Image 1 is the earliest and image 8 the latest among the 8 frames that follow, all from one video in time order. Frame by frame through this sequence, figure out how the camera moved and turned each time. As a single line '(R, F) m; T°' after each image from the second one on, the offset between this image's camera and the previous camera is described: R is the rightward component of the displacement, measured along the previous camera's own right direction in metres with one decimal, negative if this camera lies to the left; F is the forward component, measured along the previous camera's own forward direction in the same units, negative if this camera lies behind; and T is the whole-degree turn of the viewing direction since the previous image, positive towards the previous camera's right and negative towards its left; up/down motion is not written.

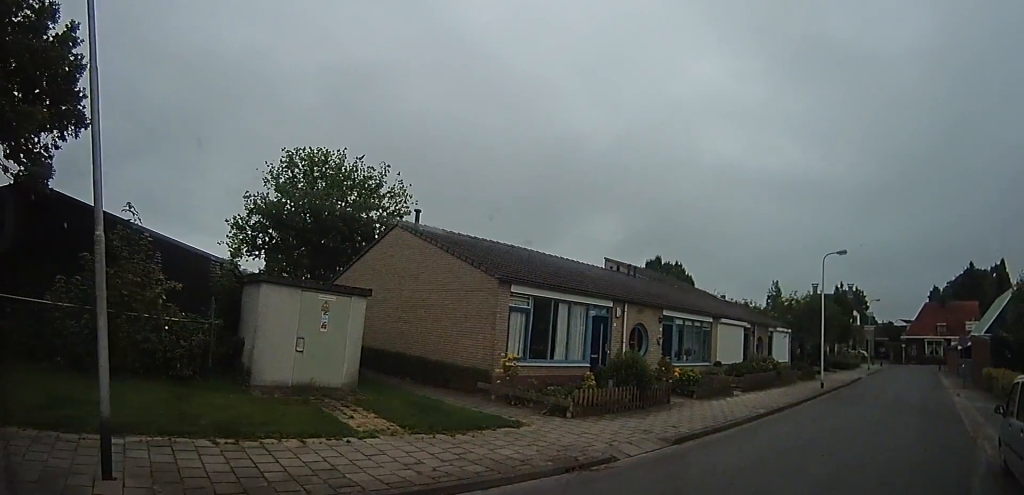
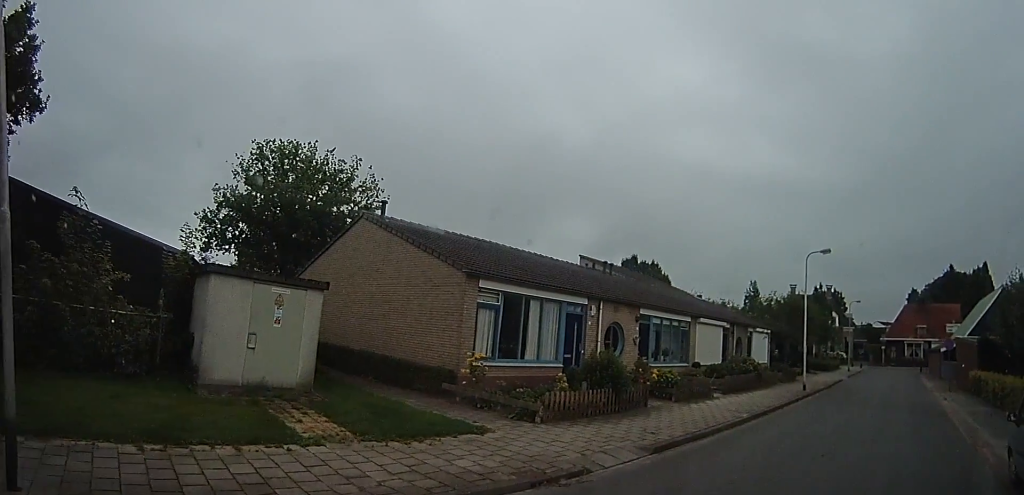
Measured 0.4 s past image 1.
(0.0, +0.8) m; 0°
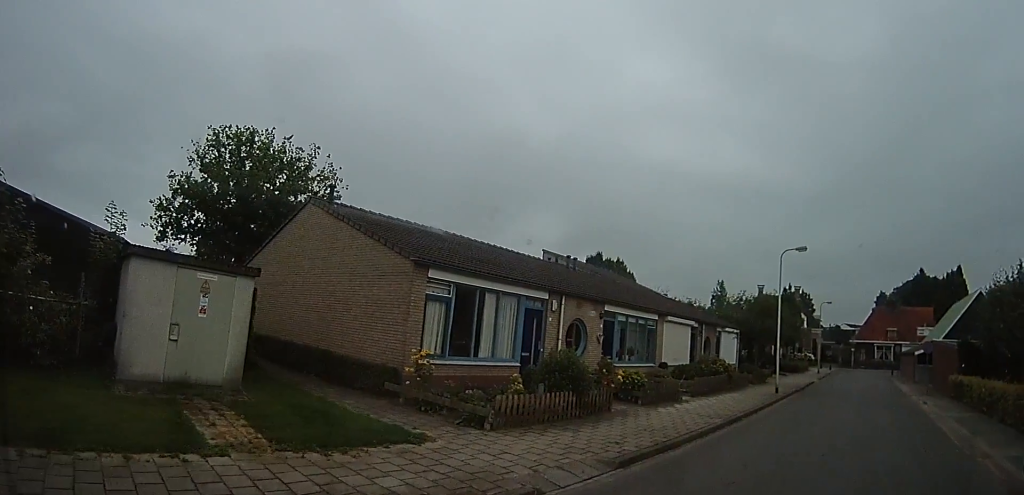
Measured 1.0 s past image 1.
(0.0, +1.1) m; 0°
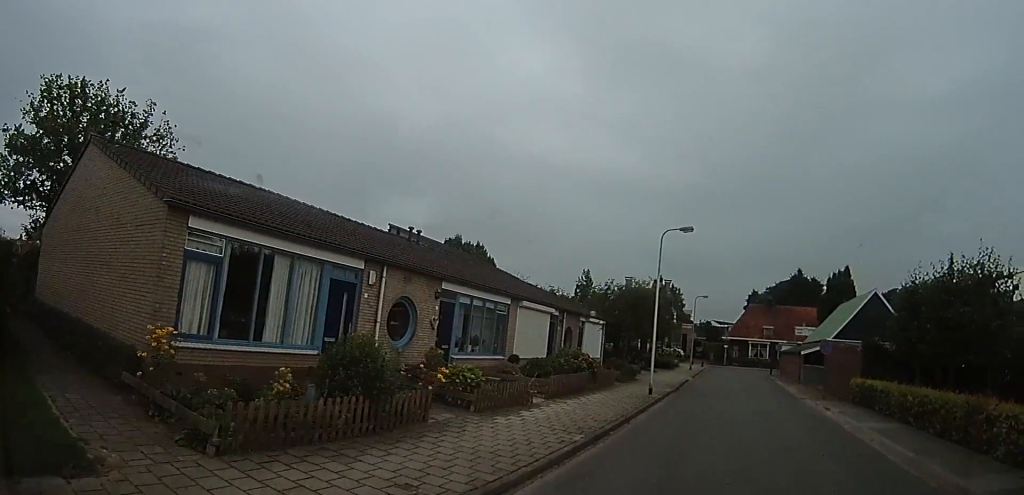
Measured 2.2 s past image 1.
(0.0, +3.4) m; +10°
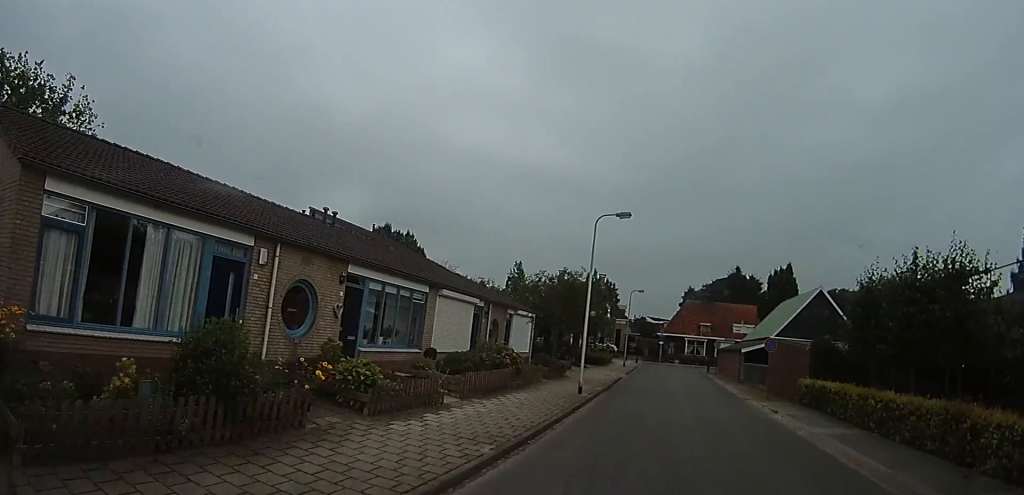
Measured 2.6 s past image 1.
(-0.3, +1.5) m; +12°
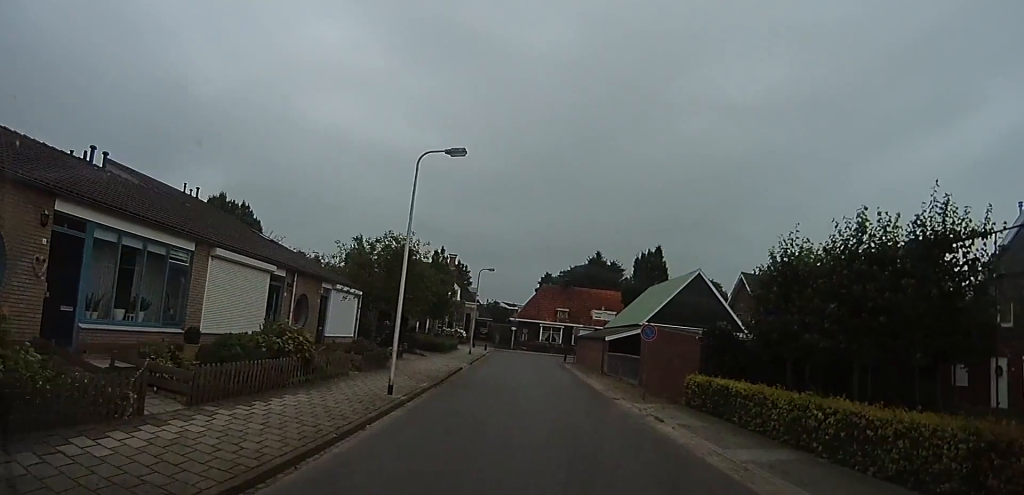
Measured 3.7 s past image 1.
(+1.5, +3.8) m; +32°
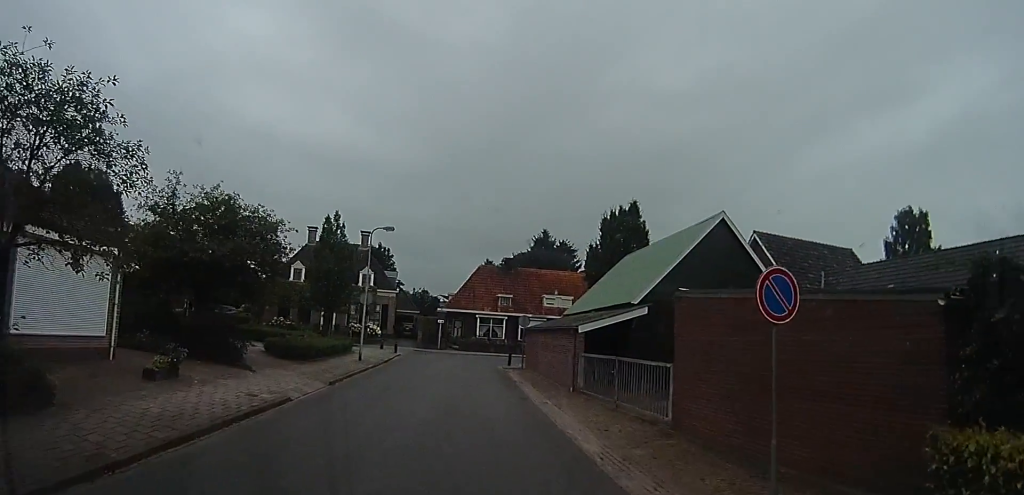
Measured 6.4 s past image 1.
(-0.8, +12.5) m; -14°
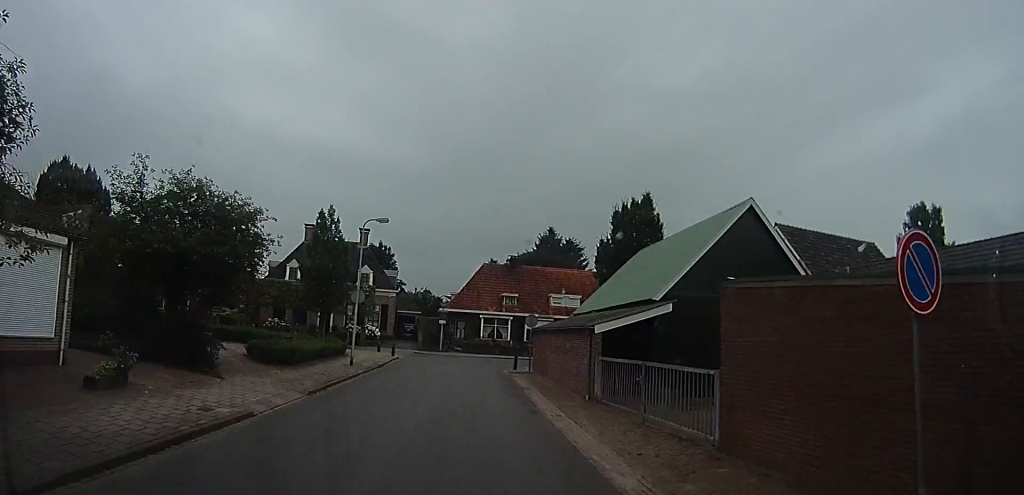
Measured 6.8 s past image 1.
(-0.5, +2.0) m; 0°
